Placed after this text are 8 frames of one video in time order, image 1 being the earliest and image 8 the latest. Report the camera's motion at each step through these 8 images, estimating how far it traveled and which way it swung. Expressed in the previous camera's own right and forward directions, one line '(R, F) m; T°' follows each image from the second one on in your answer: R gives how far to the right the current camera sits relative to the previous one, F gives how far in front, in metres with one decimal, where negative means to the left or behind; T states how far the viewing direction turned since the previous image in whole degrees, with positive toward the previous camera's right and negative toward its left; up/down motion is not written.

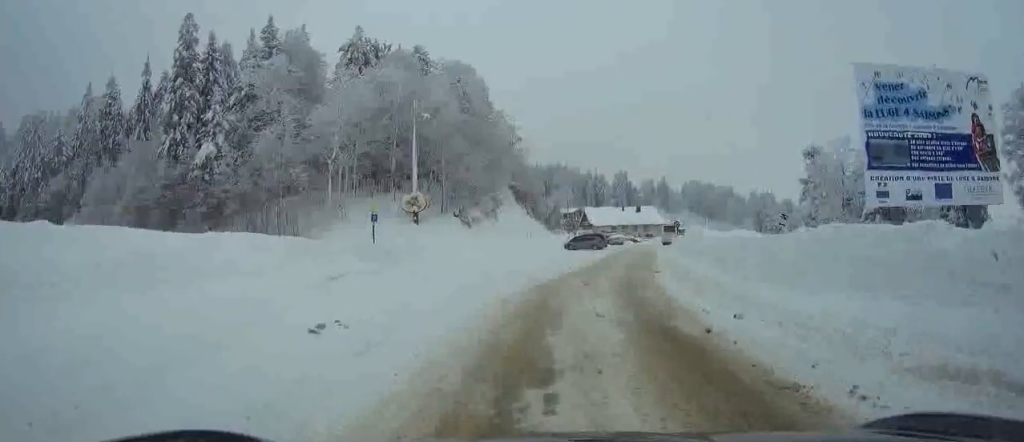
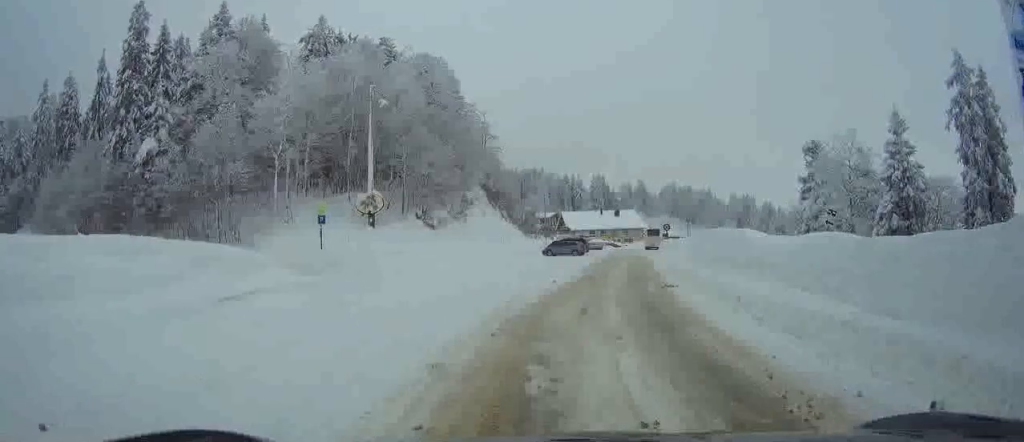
(+0.2, +6.3) m; +3°
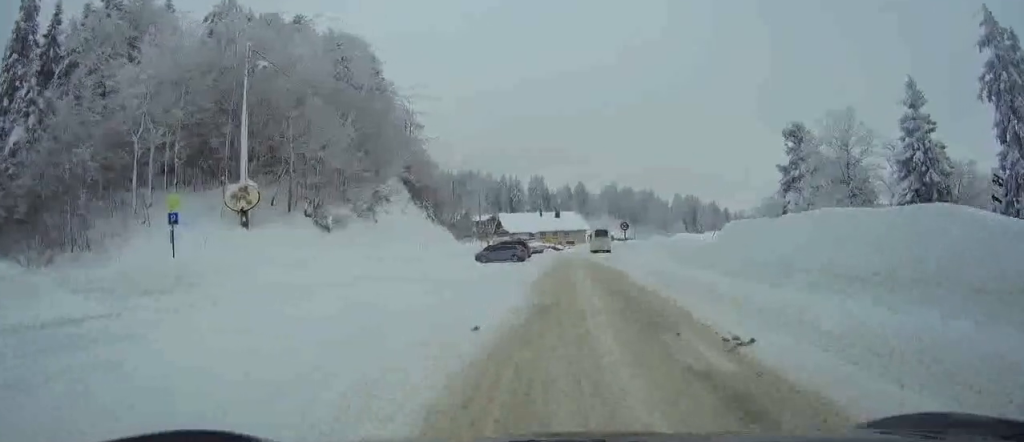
(+0.7, +10.3) m; +7°
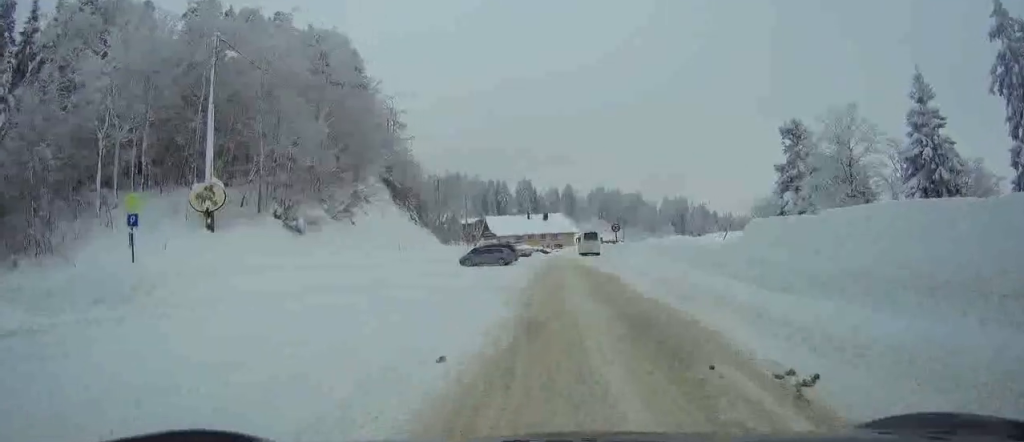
(0.0, +2.1) m; 0°
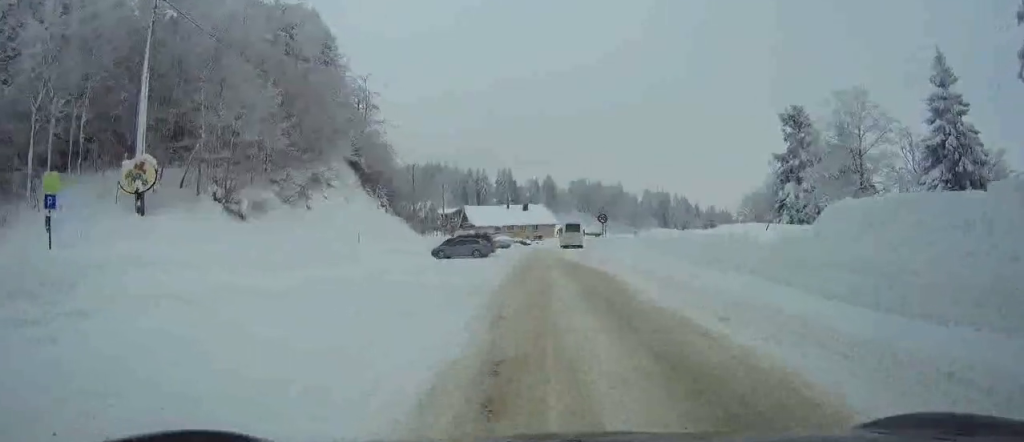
(0.0, +4.2) m; +1°
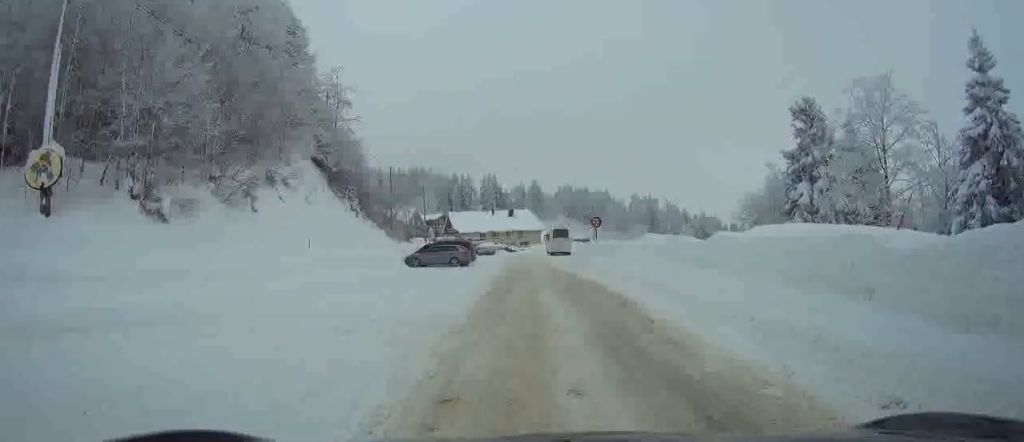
(+0.1, +5.2) m; +2°
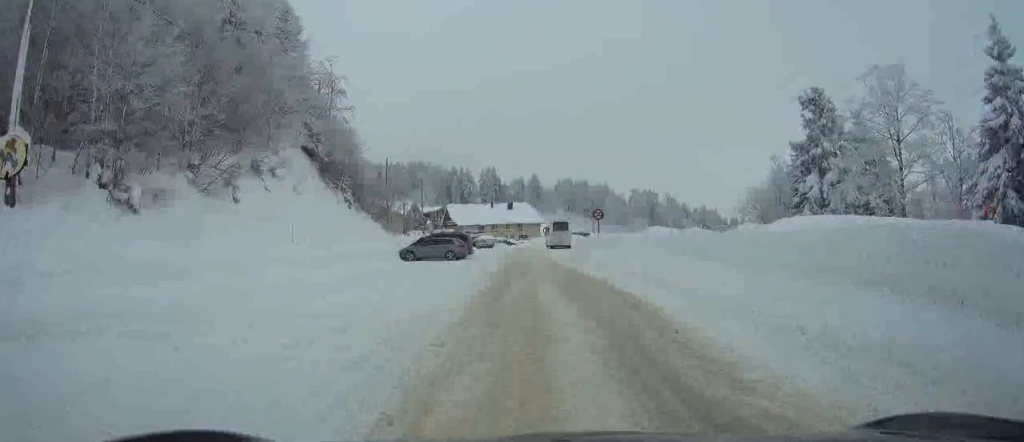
(0.0, +1.9) m; 0°
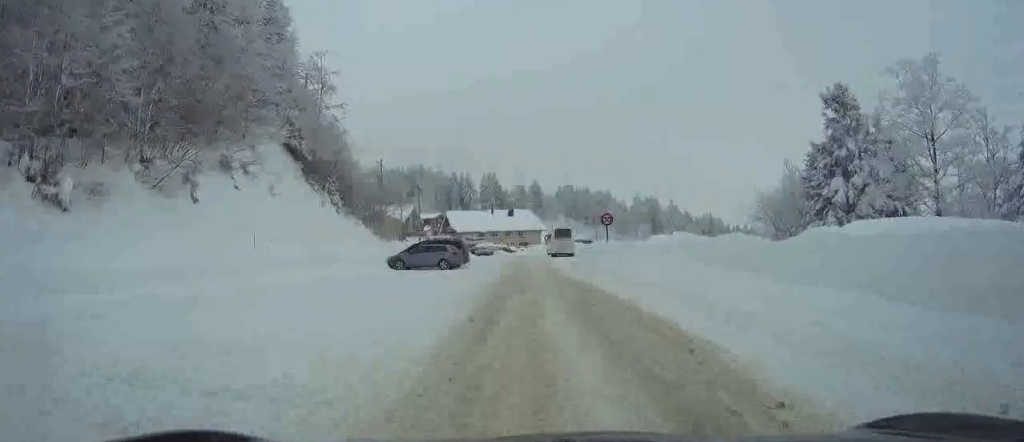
(0.0, +3.6) m; 0°
